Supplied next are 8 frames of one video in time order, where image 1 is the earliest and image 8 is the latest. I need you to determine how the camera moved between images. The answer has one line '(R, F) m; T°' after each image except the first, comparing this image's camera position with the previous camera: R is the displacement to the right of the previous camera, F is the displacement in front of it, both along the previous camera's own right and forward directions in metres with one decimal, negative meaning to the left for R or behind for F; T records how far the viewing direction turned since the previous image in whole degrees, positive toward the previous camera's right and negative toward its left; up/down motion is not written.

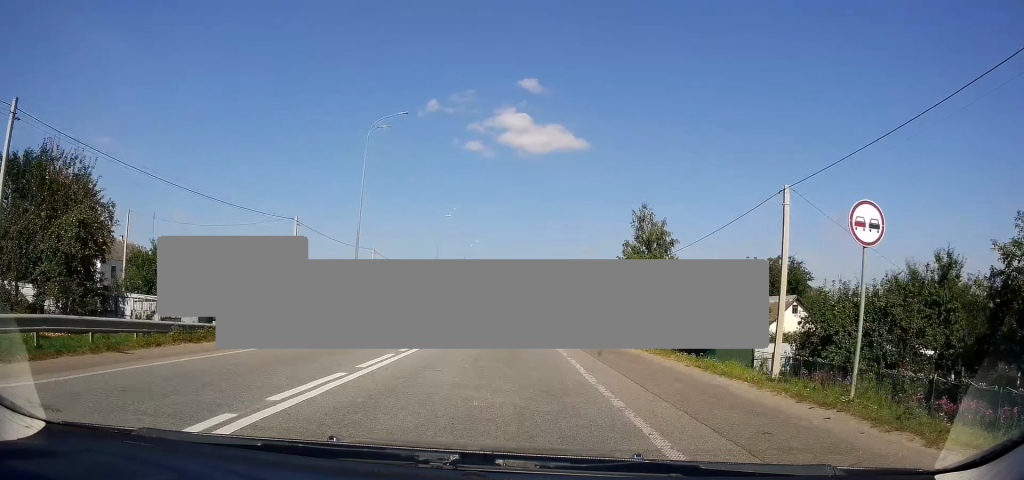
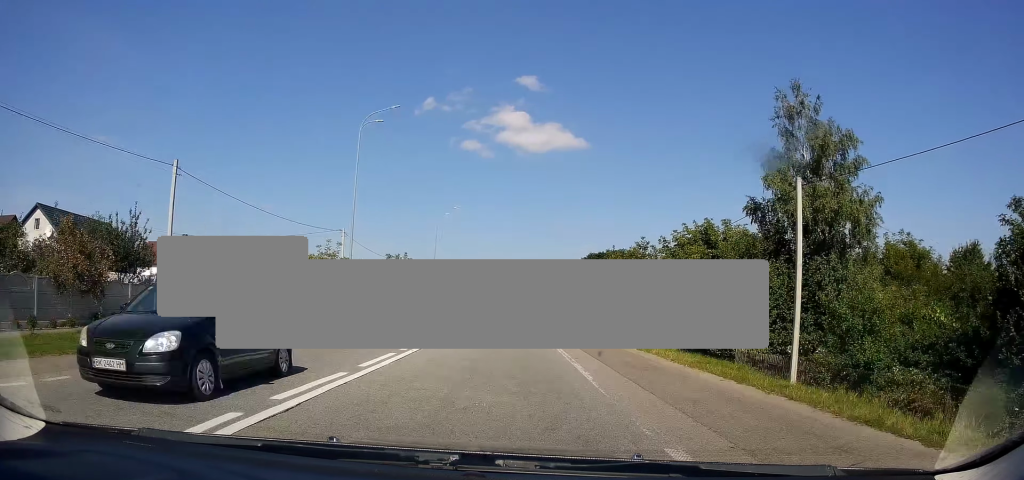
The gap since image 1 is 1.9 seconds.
(+0.5, +40.8) m; 0°
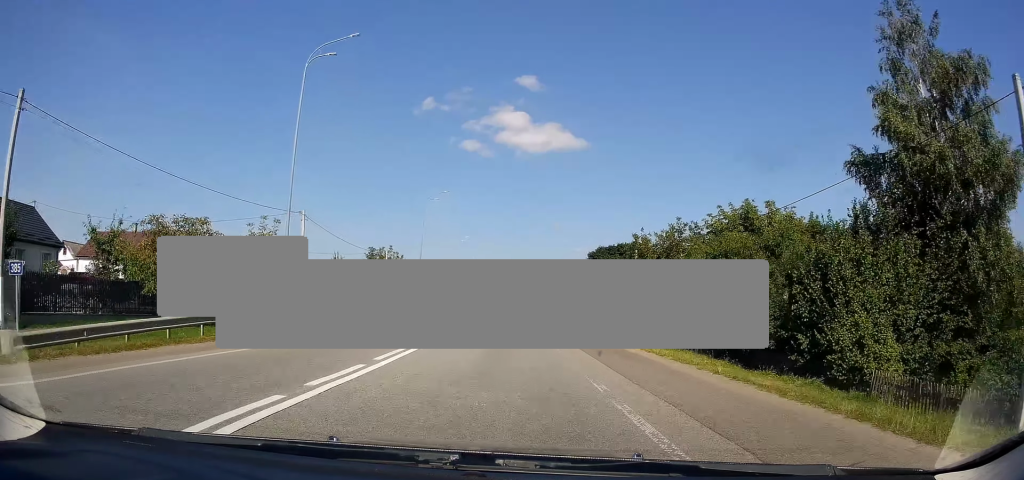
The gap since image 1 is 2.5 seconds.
(0.0, +11.3) m; -1°
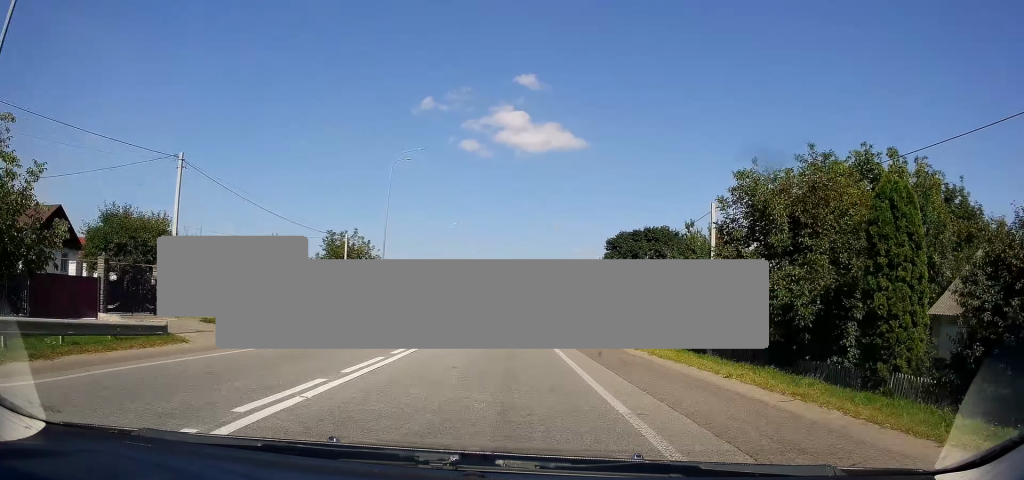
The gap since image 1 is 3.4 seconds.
(-0.2, +19.0) m; -1°
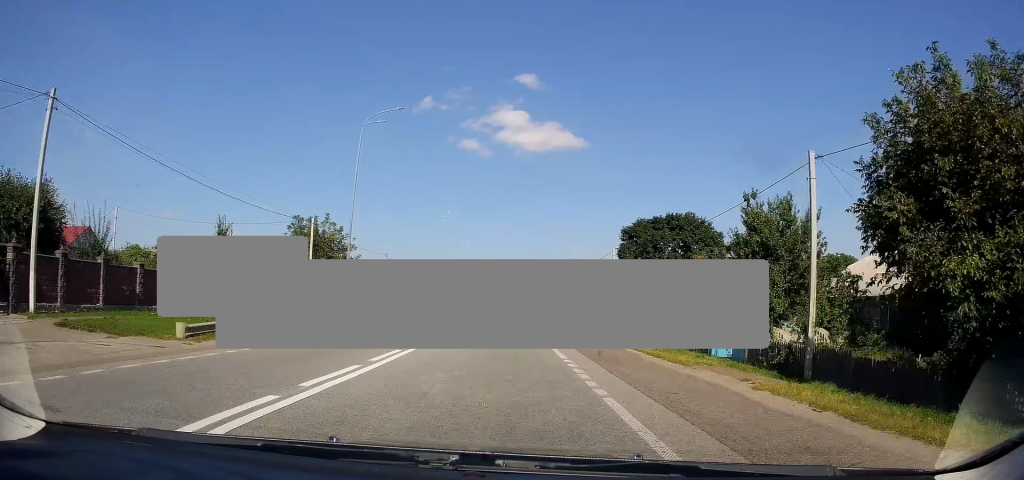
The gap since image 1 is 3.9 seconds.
(-0.4, +10.3) m; +1°
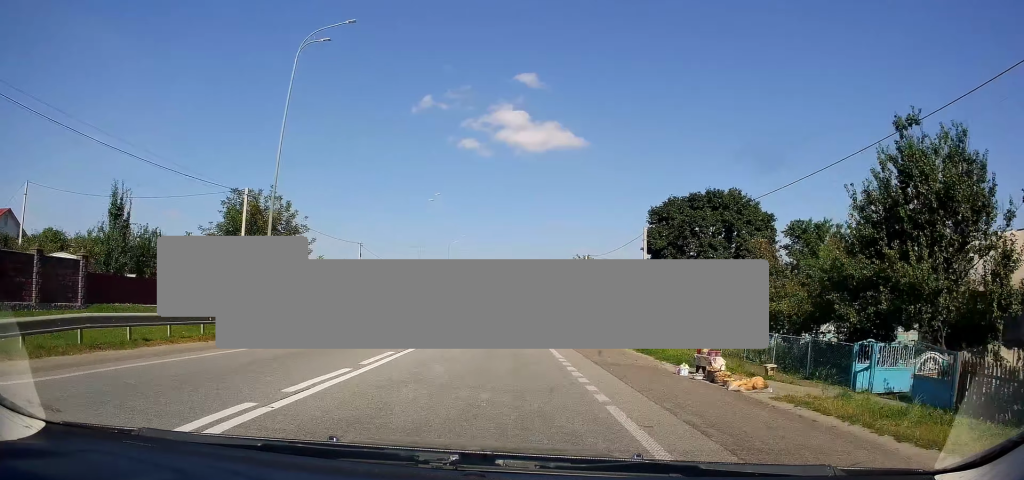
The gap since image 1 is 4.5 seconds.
(+0.3, +12.6) m; +1°
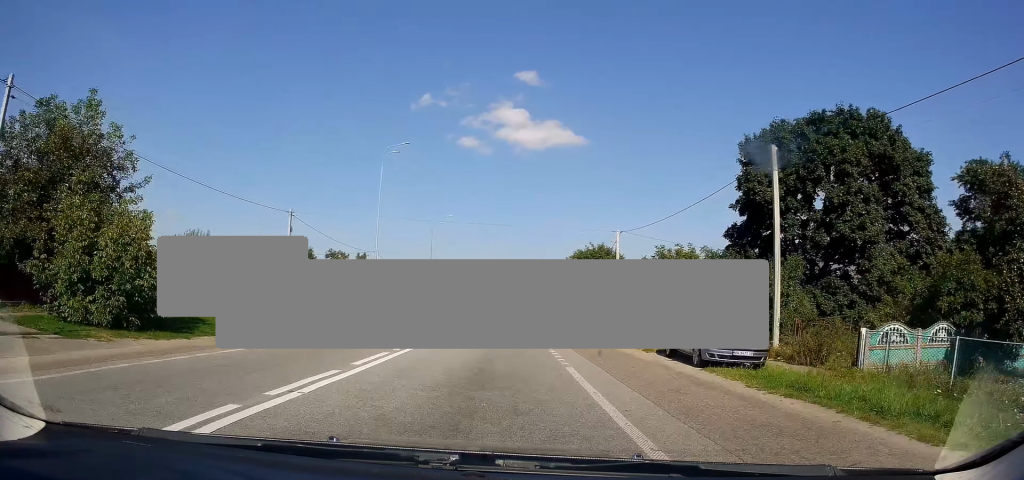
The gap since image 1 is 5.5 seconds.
(+0.3, +21.0) m; 0°
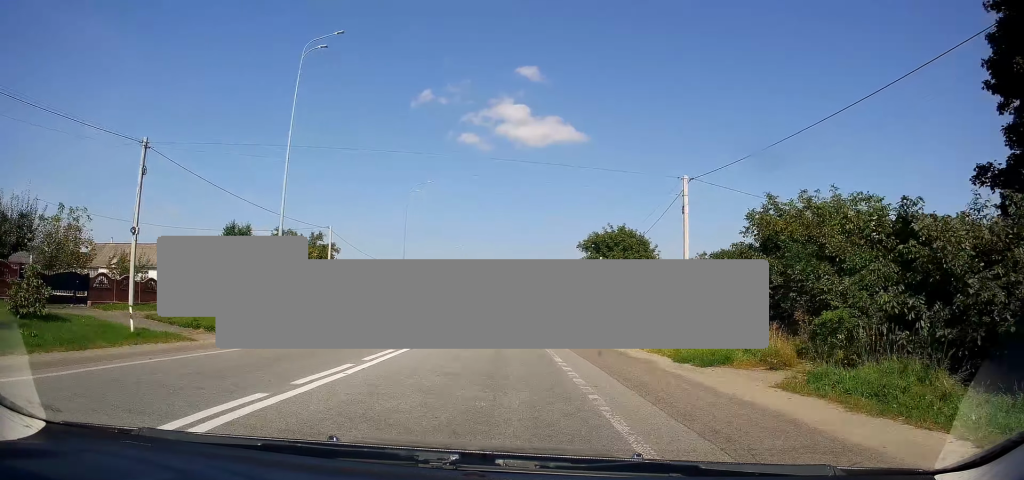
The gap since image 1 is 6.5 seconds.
(-0.2, +19.1) m; -1°
